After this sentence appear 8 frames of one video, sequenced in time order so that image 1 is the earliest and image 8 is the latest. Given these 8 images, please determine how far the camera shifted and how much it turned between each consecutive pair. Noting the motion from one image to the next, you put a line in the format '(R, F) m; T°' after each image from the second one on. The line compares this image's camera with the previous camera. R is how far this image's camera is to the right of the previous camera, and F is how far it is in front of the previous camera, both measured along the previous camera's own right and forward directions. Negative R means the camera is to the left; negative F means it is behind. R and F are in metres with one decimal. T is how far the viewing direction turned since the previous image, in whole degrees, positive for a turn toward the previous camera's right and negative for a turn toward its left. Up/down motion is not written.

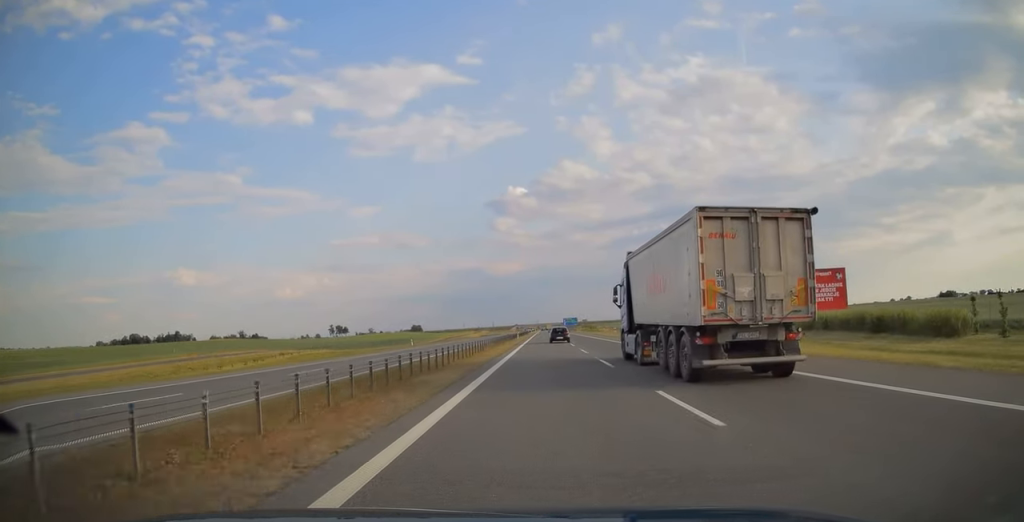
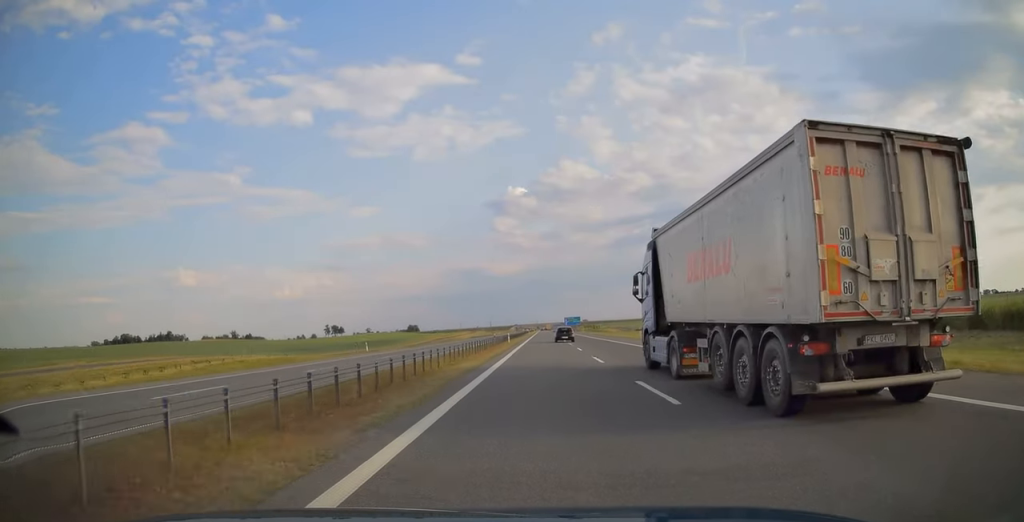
(0.0, +21.9) m; 0°
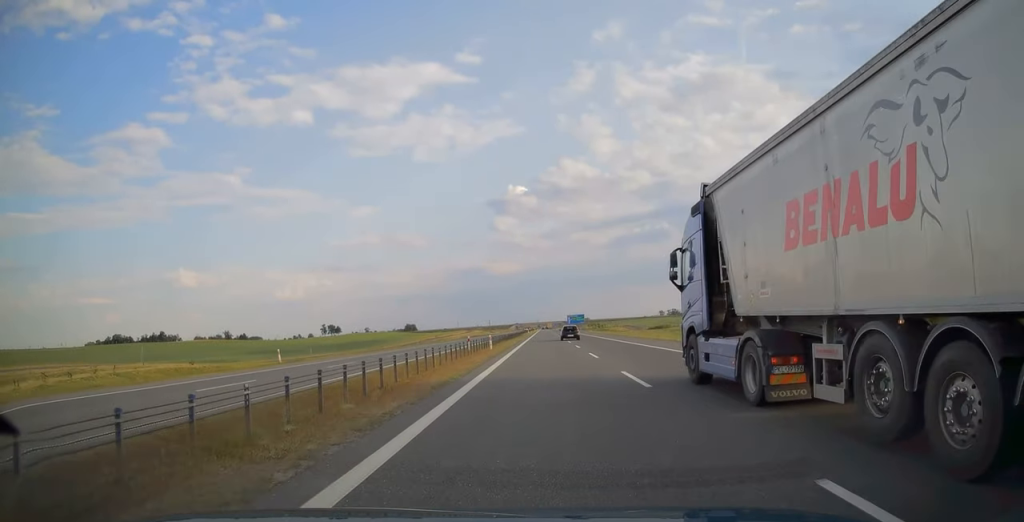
(0.0, +21.9) m; 0°
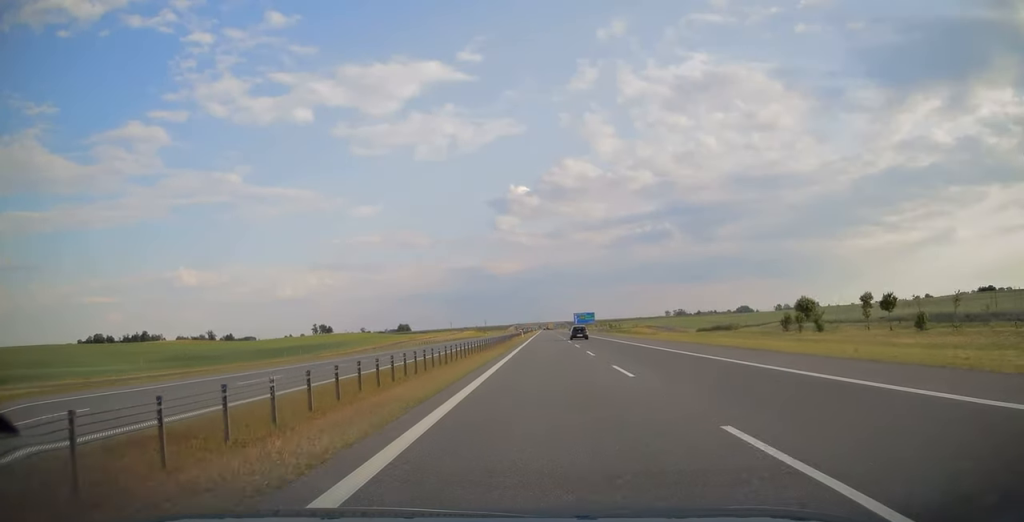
(-0.1, +45.8) m; 0°
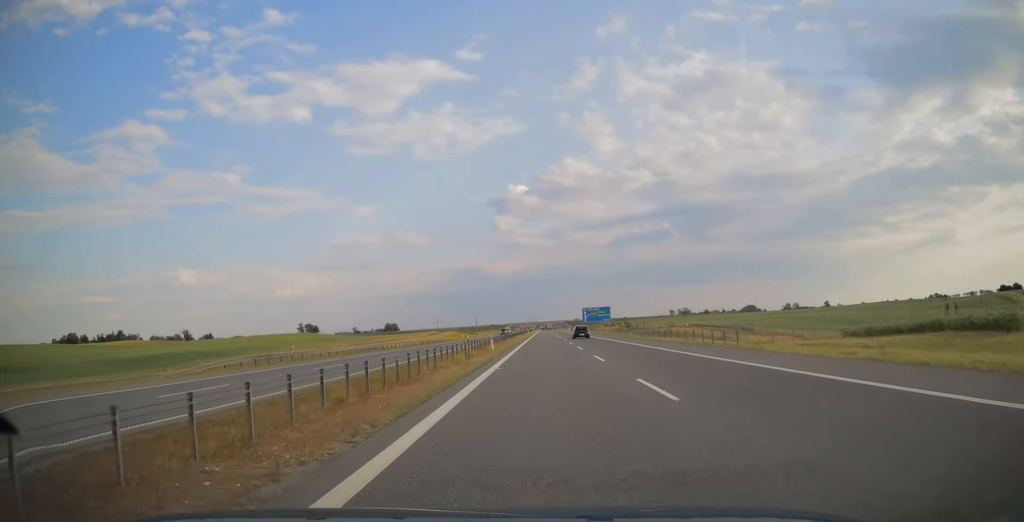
(0.0, +53.4) m; 0°
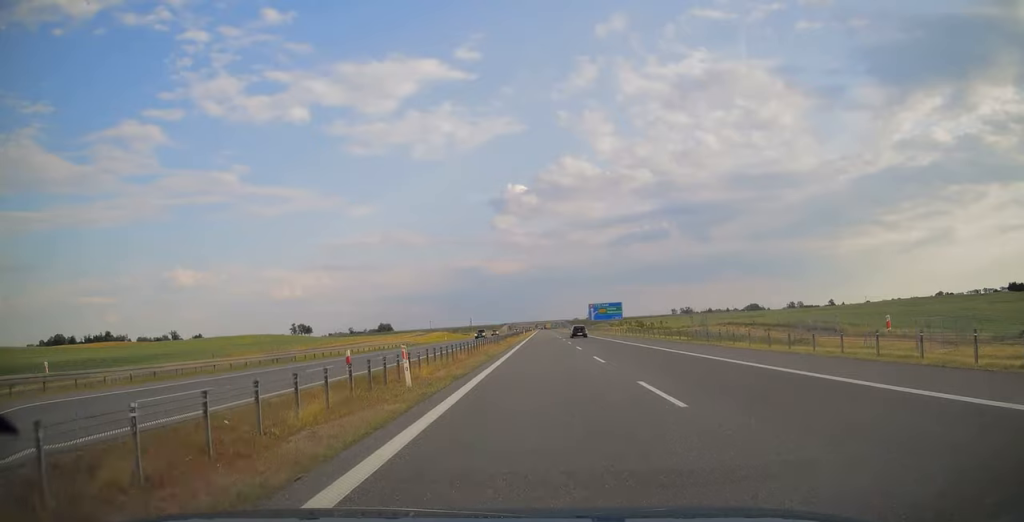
(-0.1, +25.0) m; 0°
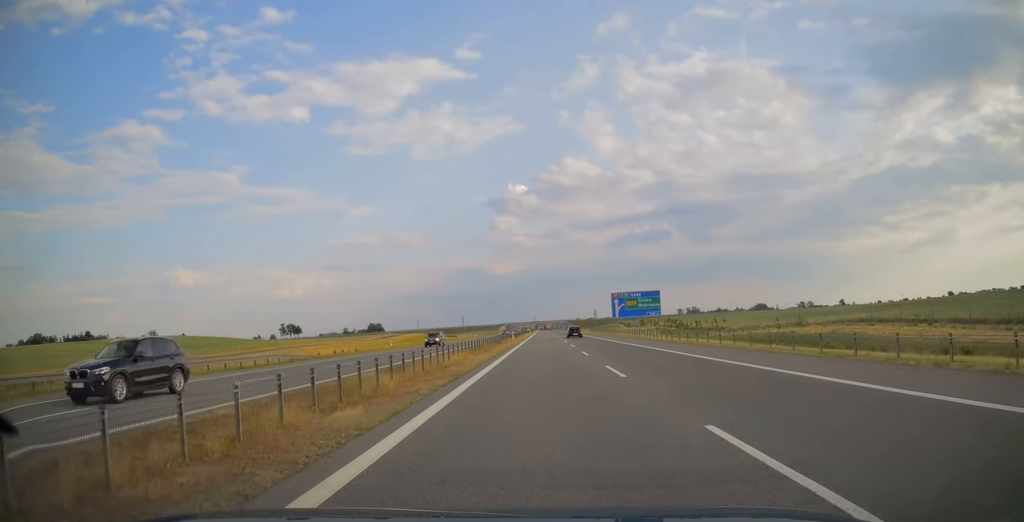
(+0.1, +42.4) m; 0°
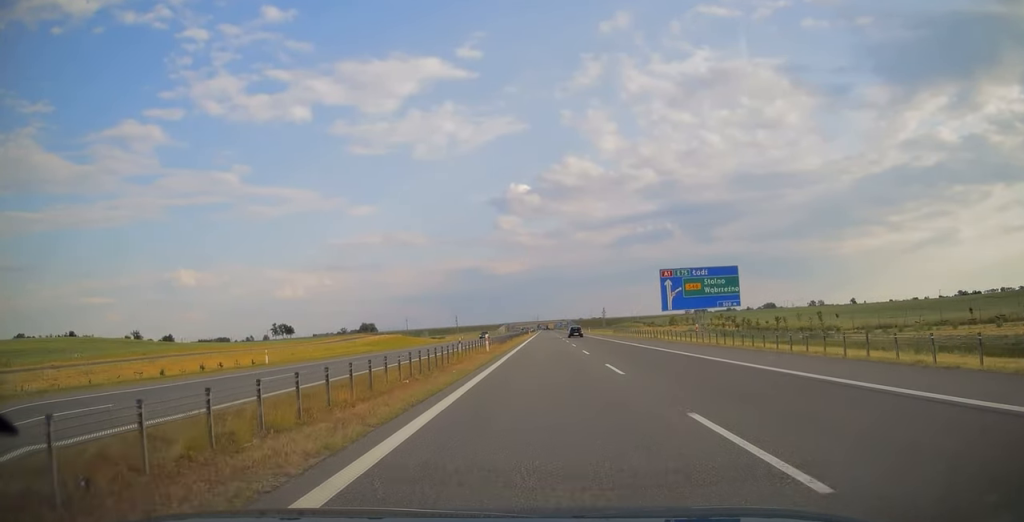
(0.0, +35.4) m; 0°
